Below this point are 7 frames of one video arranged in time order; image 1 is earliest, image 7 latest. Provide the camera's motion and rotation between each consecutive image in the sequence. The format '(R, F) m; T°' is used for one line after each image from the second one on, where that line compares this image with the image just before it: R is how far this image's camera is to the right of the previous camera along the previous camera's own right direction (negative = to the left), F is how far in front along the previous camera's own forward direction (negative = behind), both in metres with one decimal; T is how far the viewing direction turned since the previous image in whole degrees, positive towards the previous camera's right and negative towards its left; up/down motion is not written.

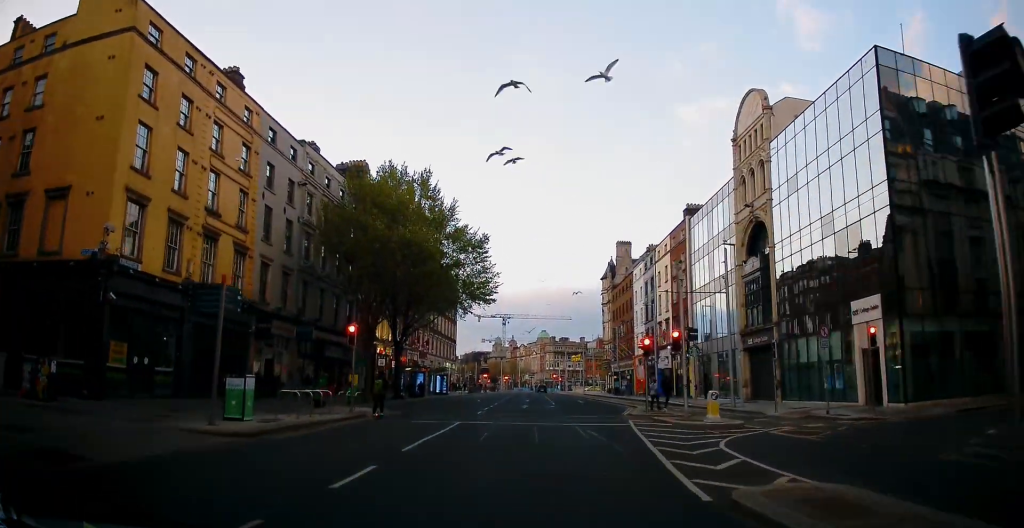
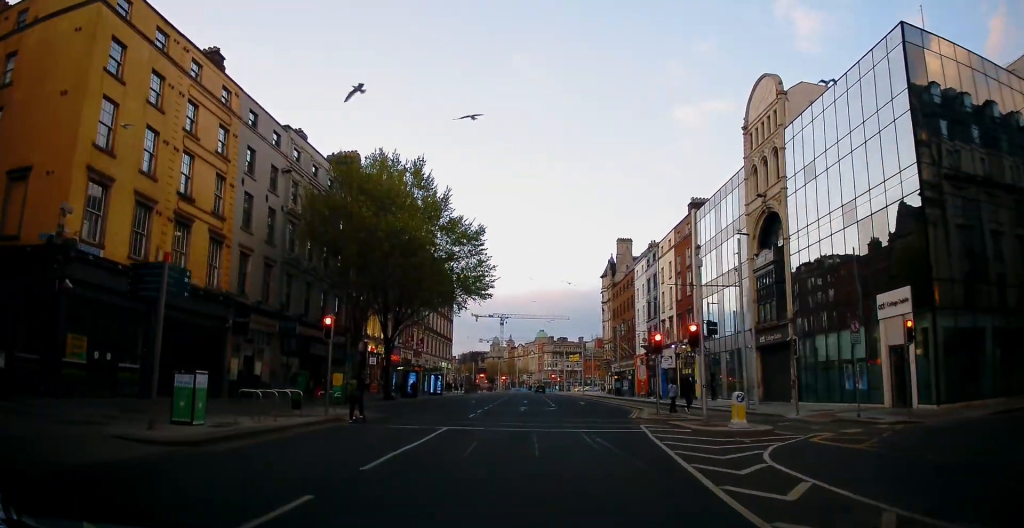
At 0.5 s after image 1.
(-0.1, +2.7) m; +1°
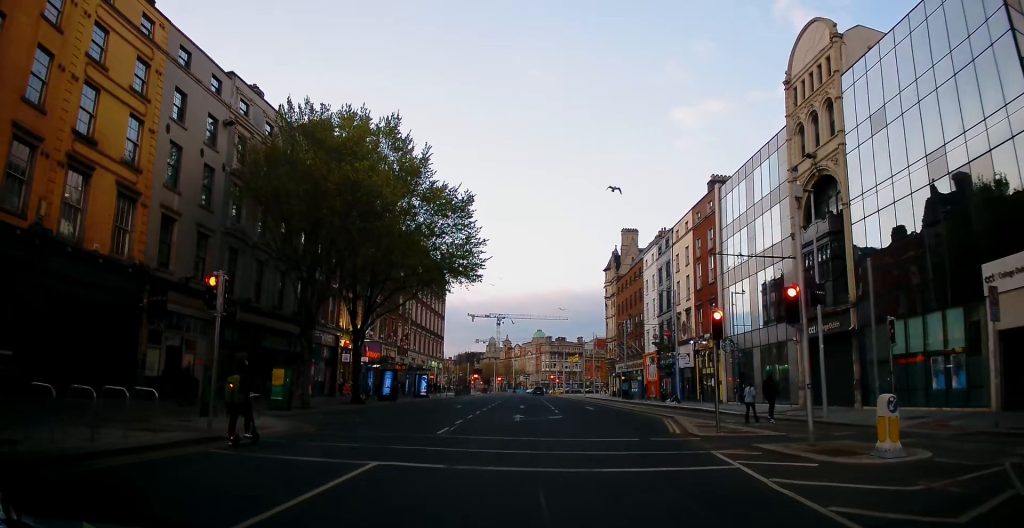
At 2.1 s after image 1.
(+0.5, +7.7) m; +6°
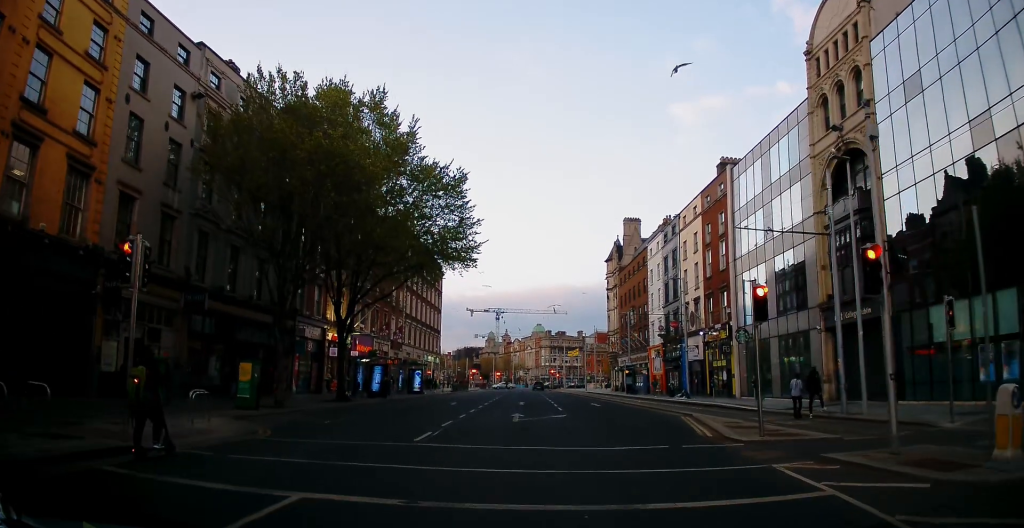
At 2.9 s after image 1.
(-0.2, +3.4) m; -3°
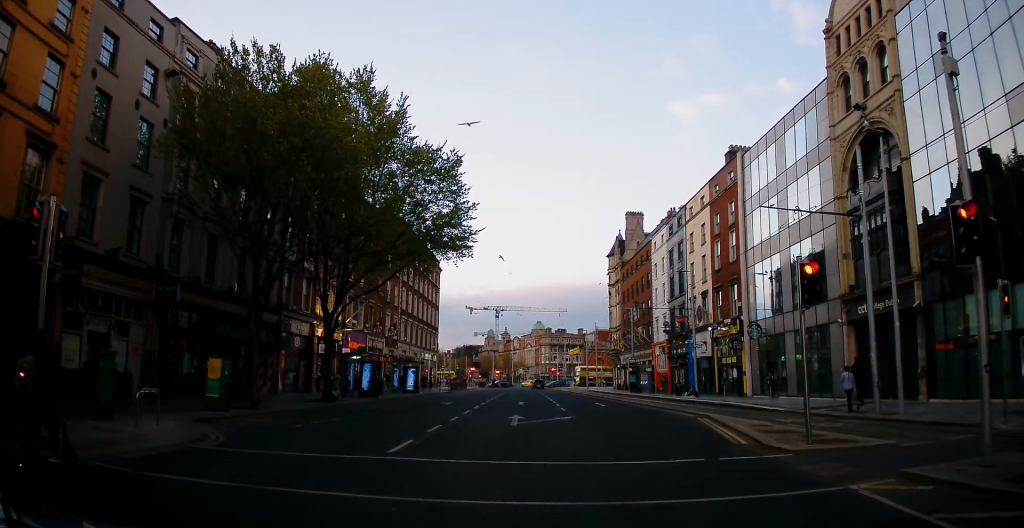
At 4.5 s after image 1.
(0.0, +3.7) m; -1°
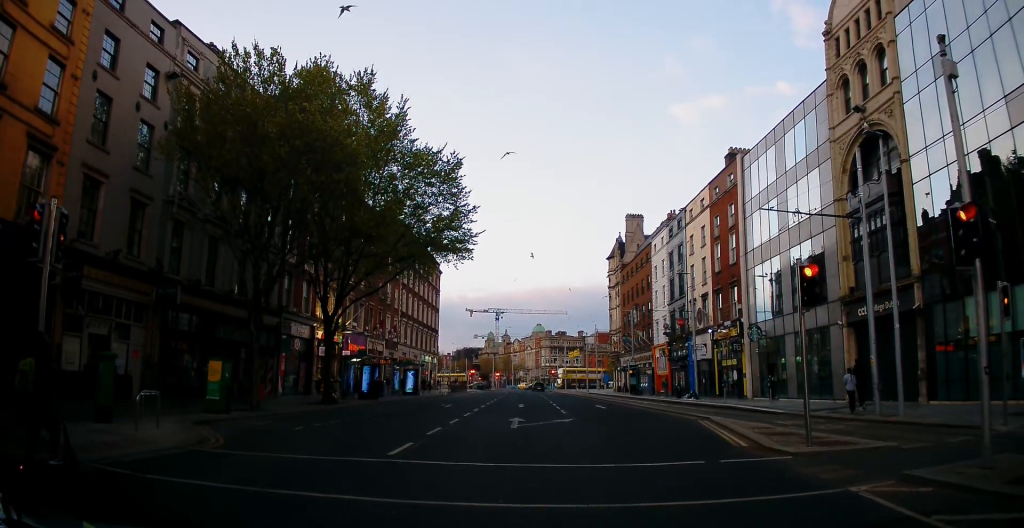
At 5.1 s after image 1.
(0.0, +0.6) m; 0°
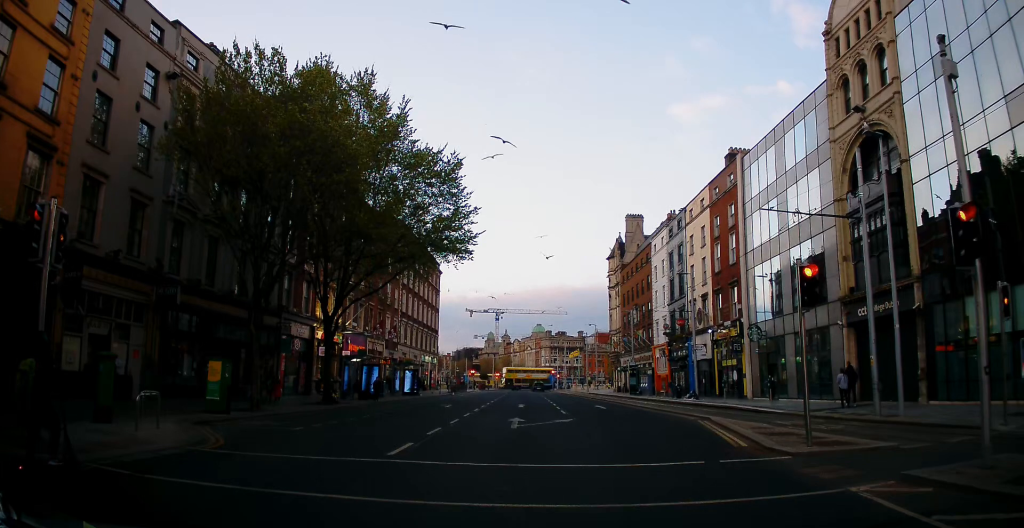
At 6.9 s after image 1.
(0.0, 0.0) m; 0°
